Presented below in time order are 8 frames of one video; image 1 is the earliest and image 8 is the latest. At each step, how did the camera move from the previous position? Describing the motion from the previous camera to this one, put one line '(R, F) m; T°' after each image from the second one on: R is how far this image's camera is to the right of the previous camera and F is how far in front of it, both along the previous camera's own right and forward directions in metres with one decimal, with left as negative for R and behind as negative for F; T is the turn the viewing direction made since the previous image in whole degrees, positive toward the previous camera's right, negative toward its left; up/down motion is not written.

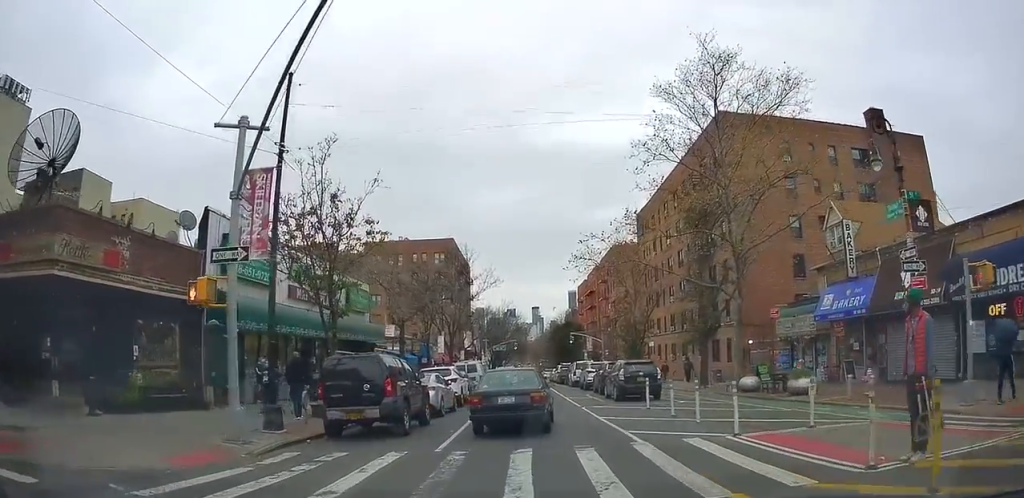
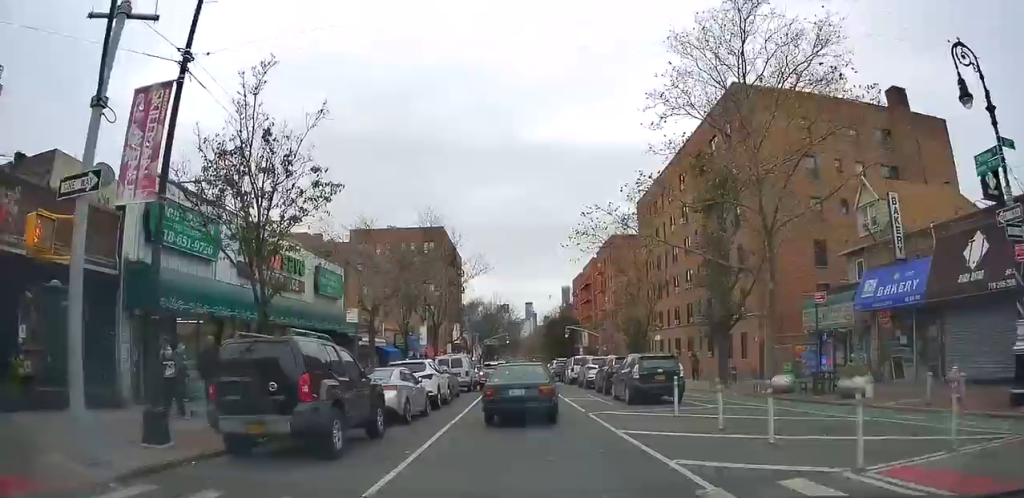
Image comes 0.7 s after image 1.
(+0.1, +4.5) m; +3°
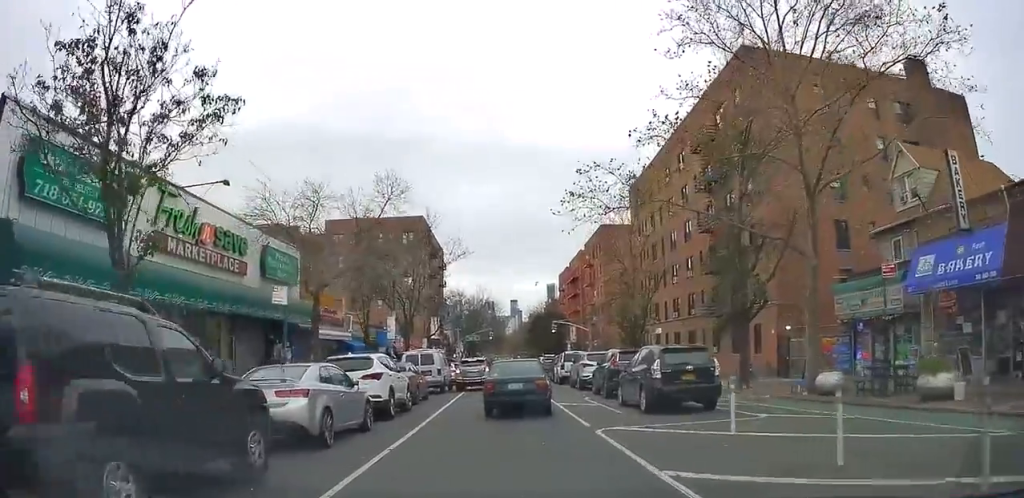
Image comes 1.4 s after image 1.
(+0.2, +4.9) m; +2°
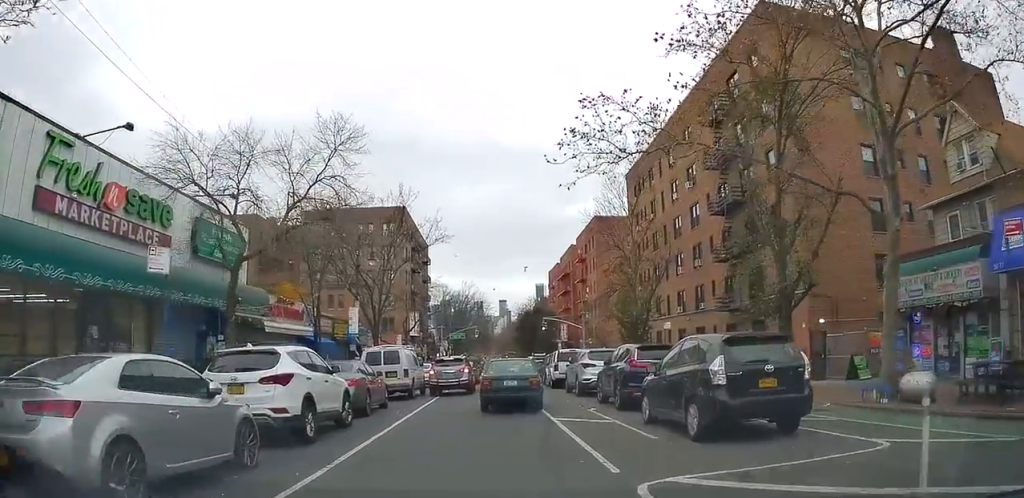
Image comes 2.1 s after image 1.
(+0.2, +5.1) m; 0°
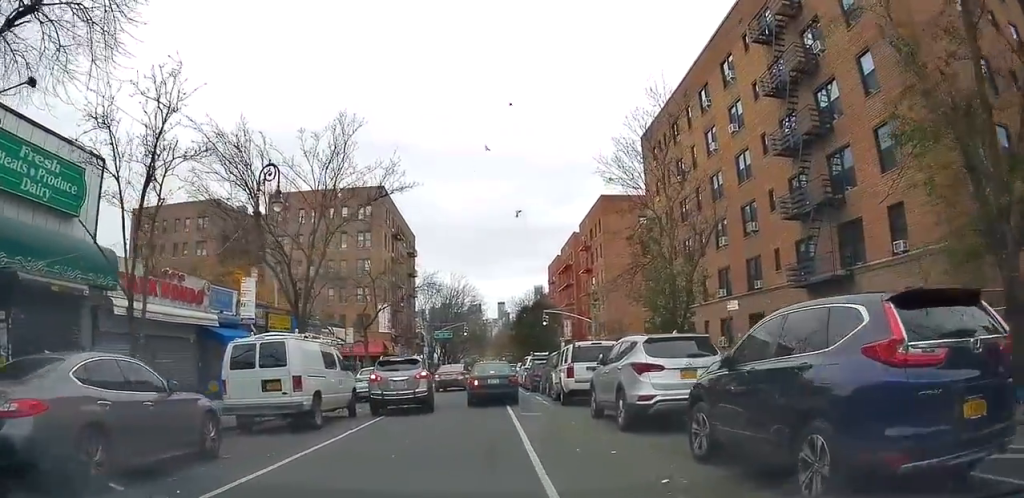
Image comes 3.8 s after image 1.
(-0.7, +10.7) m; 0°
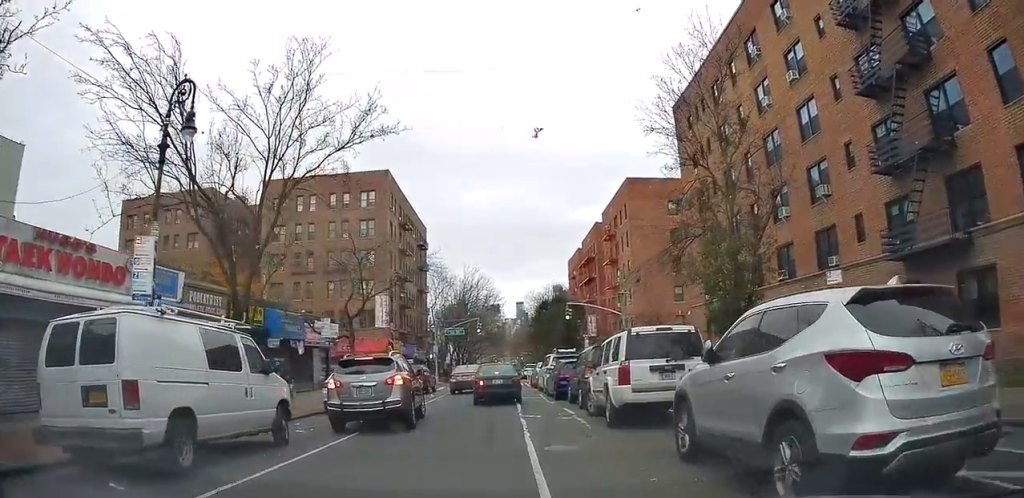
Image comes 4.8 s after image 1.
(+0.4, +6.1) m; -2°
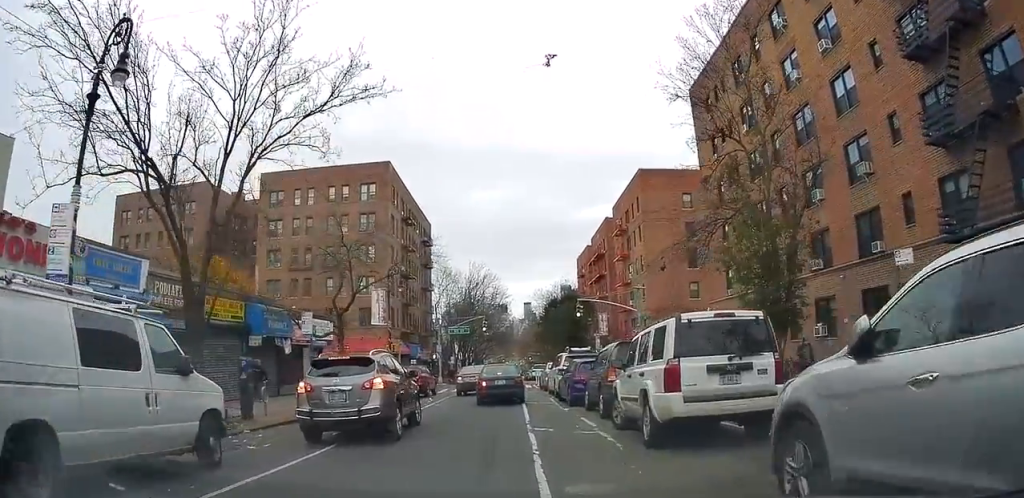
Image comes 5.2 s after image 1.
(0.0, +2.8) m; -2°
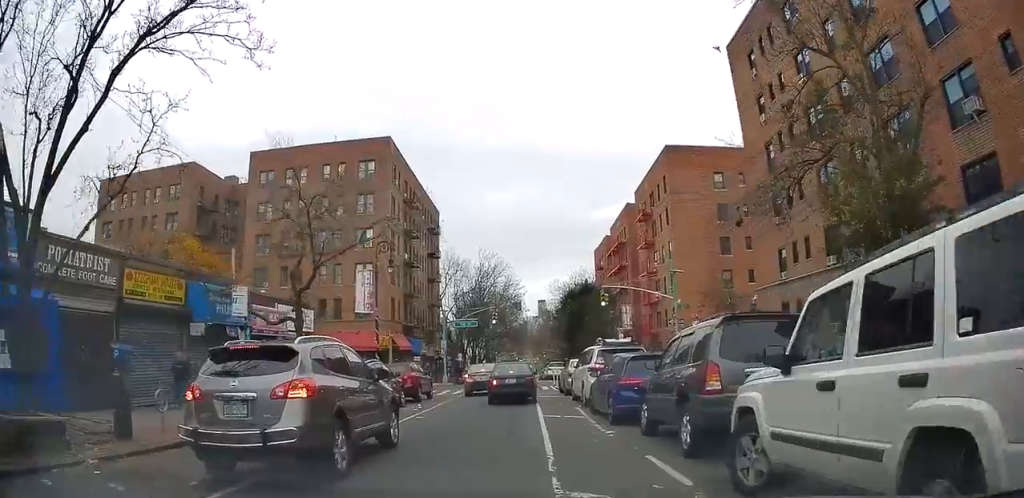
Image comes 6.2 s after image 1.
(-0.7, +5.9) m; -3°
